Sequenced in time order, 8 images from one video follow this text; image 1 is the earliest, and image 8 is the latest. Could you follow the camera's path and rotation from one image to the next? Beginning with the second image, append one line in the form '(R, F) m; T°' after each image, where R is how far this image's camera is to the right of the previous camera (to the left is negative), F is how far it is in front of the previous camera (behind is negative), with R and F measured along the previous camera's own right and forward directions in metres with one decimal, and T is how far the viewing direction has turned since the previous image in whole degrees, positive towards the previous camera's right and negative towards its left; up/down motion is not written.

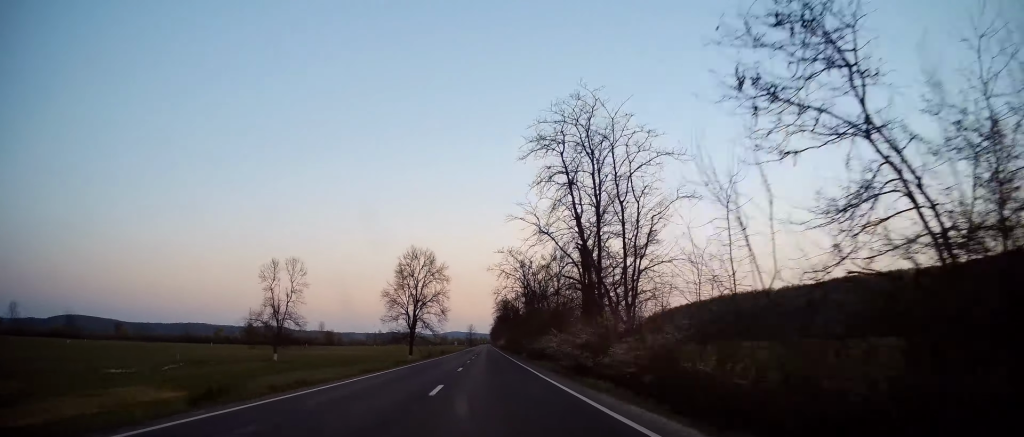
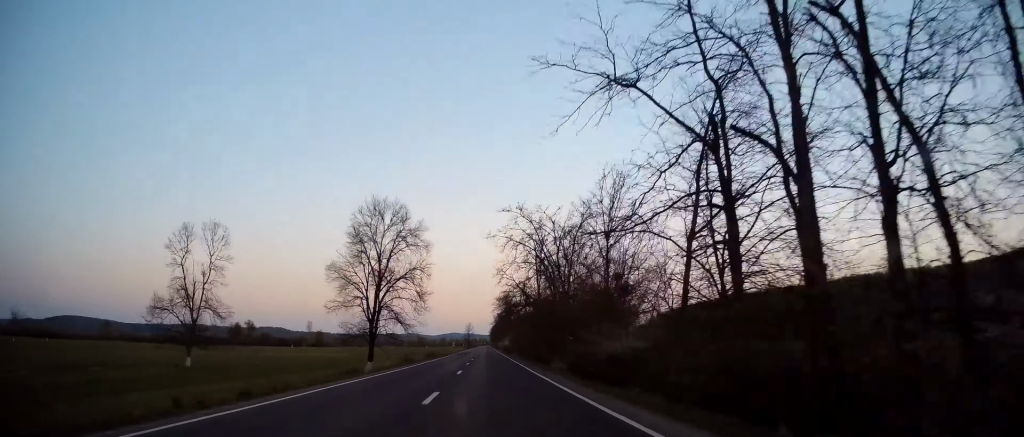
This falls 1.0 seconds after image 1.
(+0.1, +26.4) m; +1°
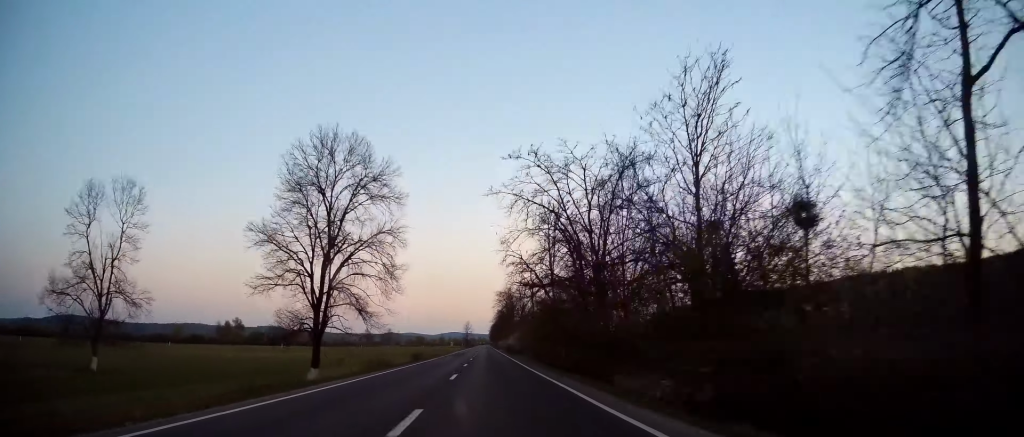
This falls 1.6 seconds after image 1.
(+0.2, +16.5) m; 0°
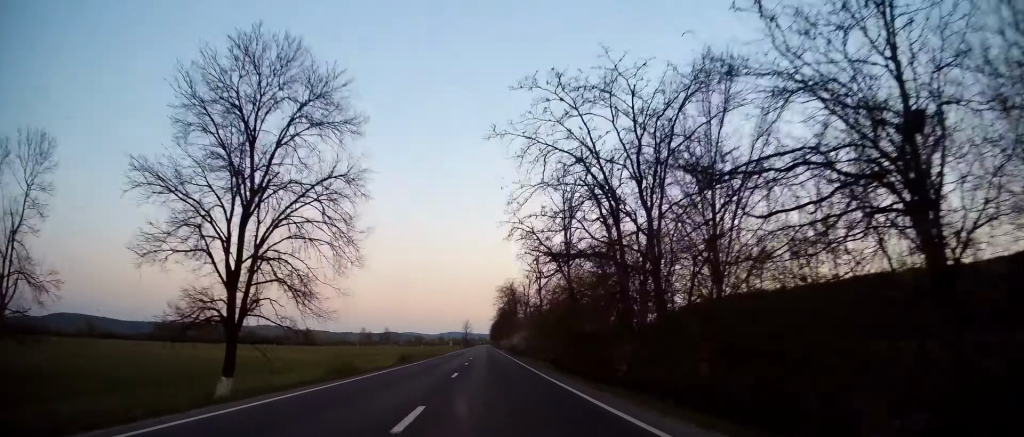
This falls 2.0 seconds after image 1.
(-0.1, +12.0) m; 0°
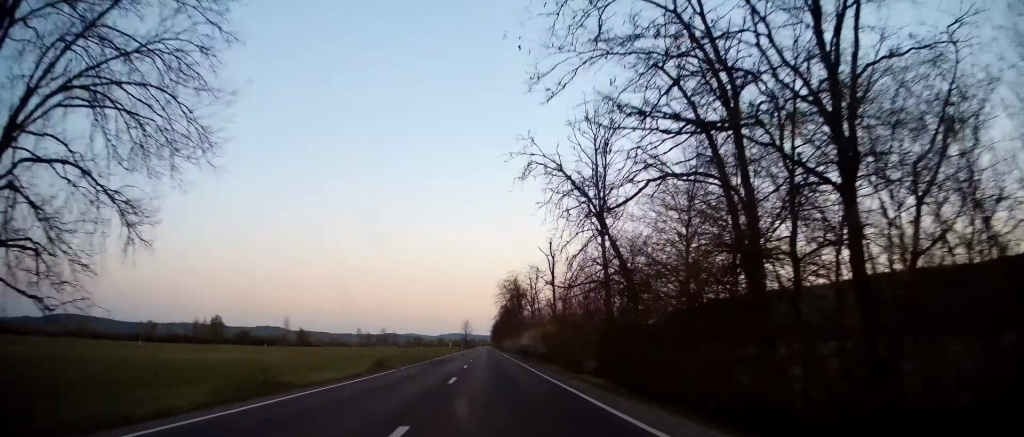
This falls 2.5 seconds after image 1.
(-0.1, +14.8) m; 0°
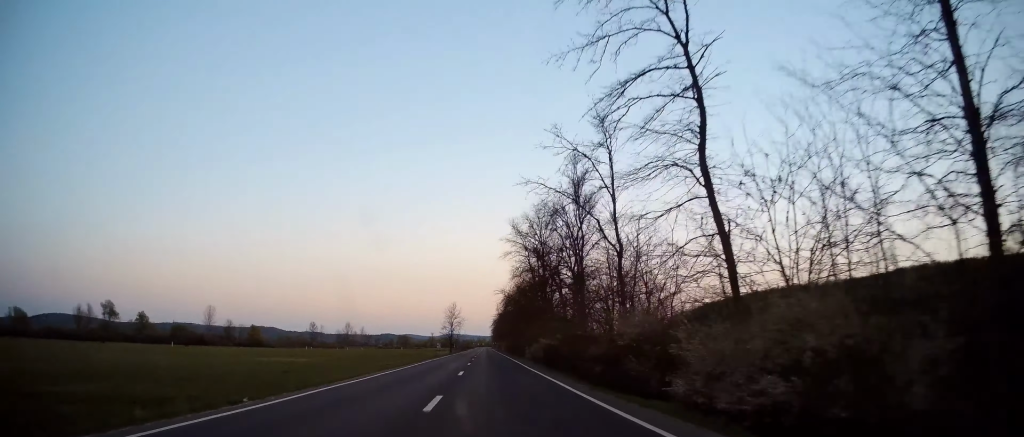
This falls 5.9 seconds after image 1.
(+0.5, +94.8) m; 0°
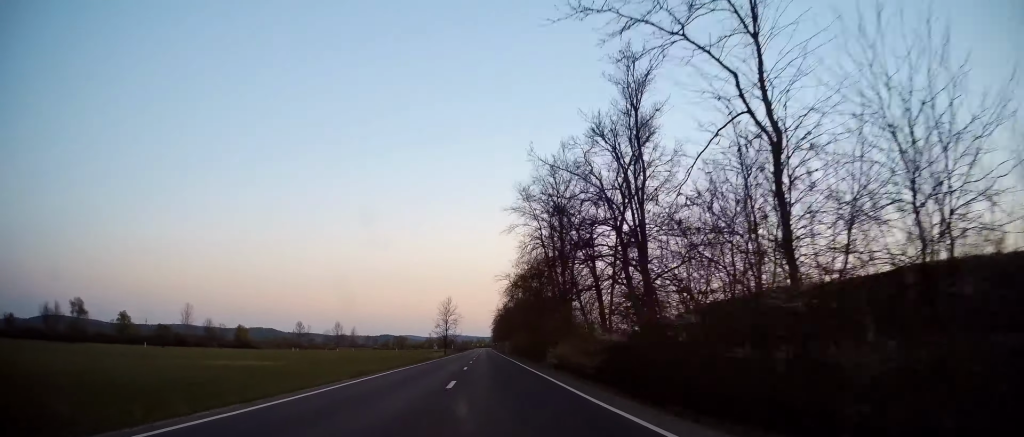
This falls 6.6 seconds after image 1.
(0.0, +18.8) m; +1°
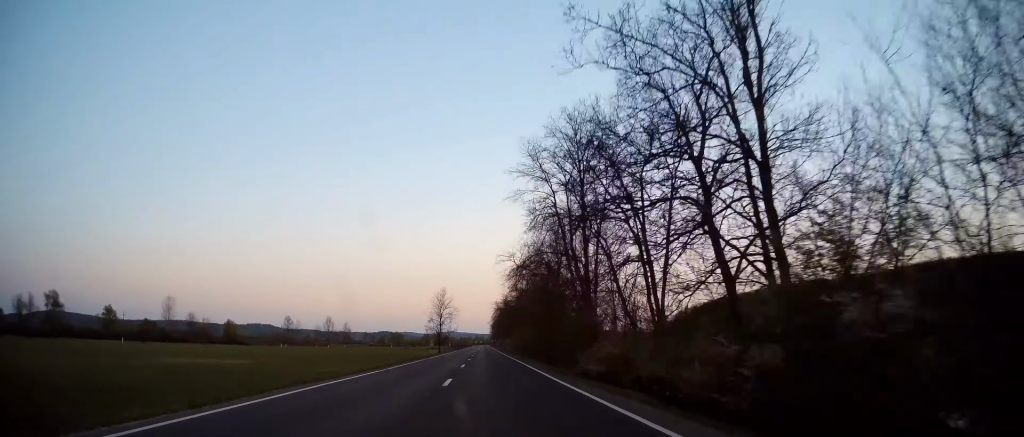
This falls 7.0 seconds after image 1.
(+0.1, +13.2) m; 0°
